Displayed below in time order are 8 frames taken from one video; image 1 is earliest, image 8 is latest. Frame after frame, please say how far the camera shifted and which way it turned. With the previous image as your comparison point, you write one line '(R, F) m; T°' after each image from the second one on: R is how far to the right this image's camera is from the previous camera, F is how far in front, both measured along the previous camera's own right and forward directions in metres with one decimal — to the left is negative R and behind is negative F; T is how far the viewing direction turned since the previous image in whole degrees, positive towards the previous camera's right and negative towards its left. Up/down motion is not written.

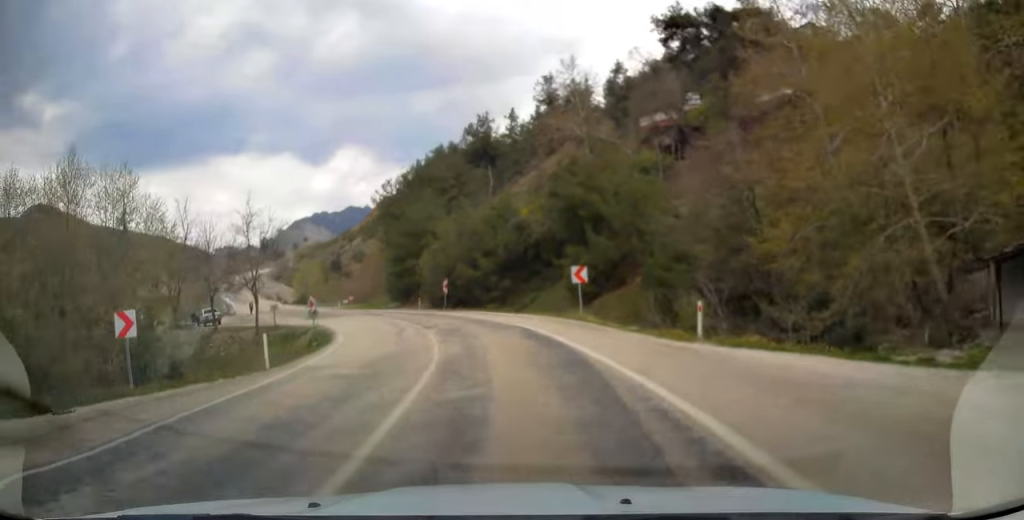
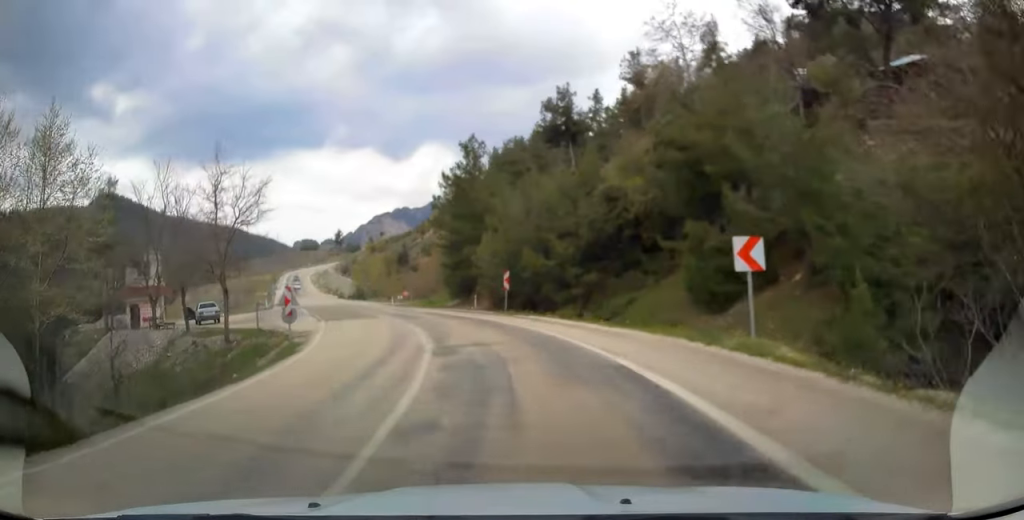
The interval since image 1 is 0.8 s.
(-0.4, +12.1) m; -6°
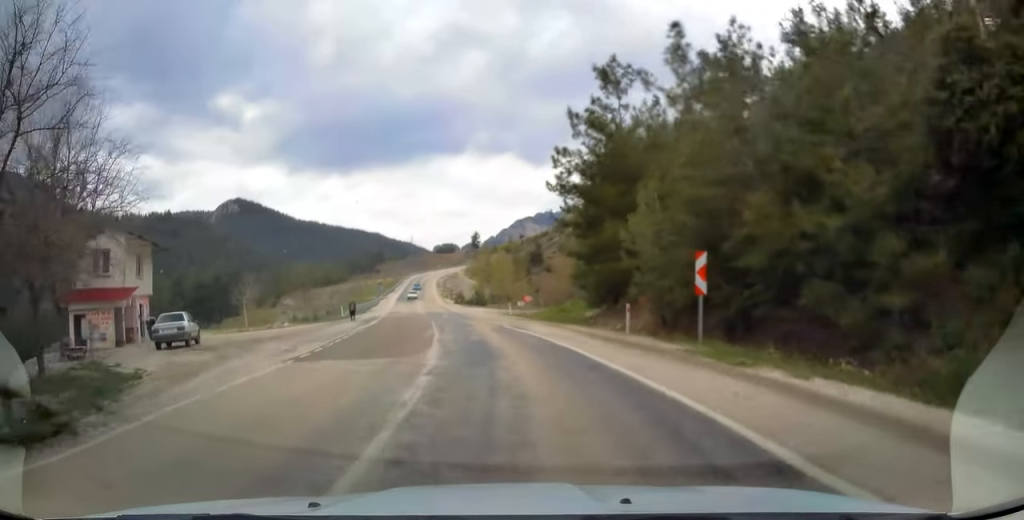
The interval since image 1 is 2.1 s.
(-2.0, +18.0) m; -13°
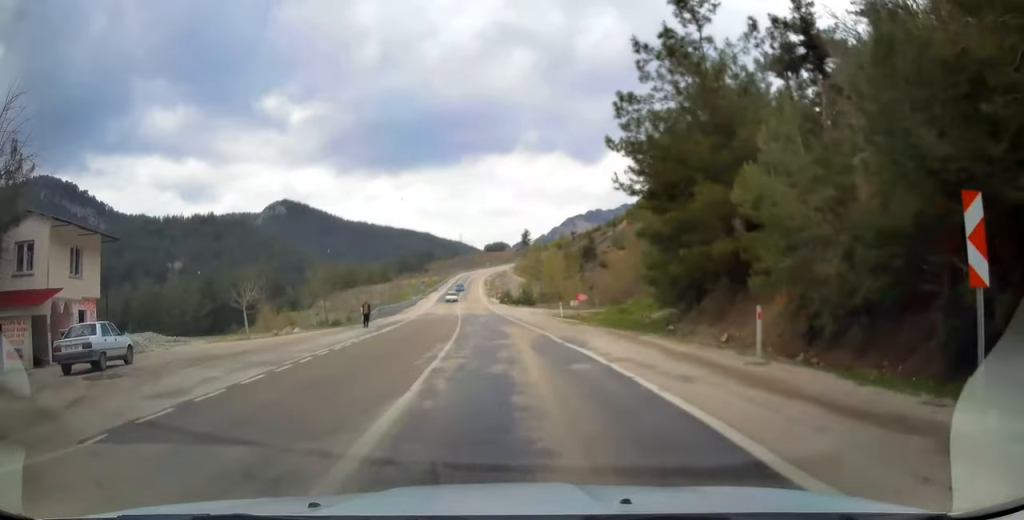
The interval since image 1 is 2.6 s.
(-0.7, +8.5) m; -4°
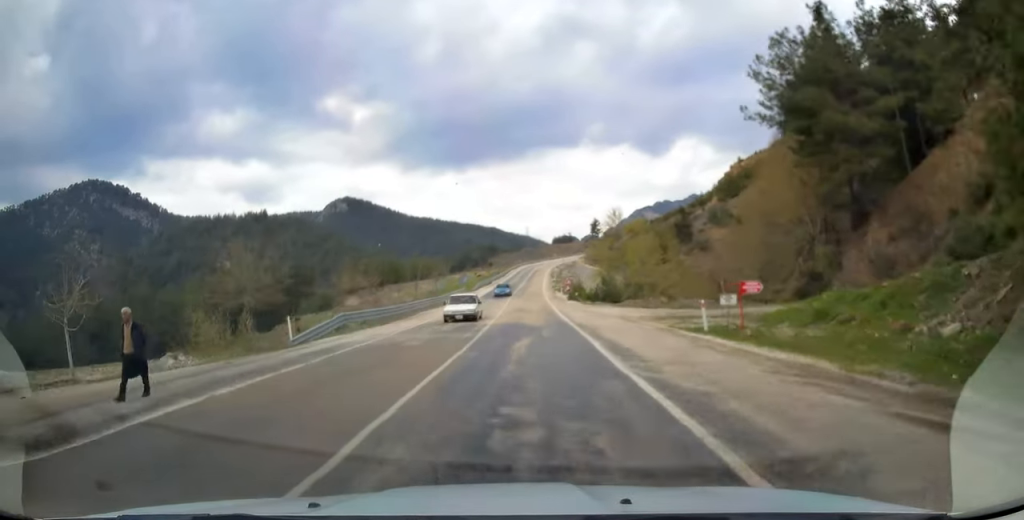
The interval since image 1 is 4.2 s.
(-1.7, +24.6) m; -6°
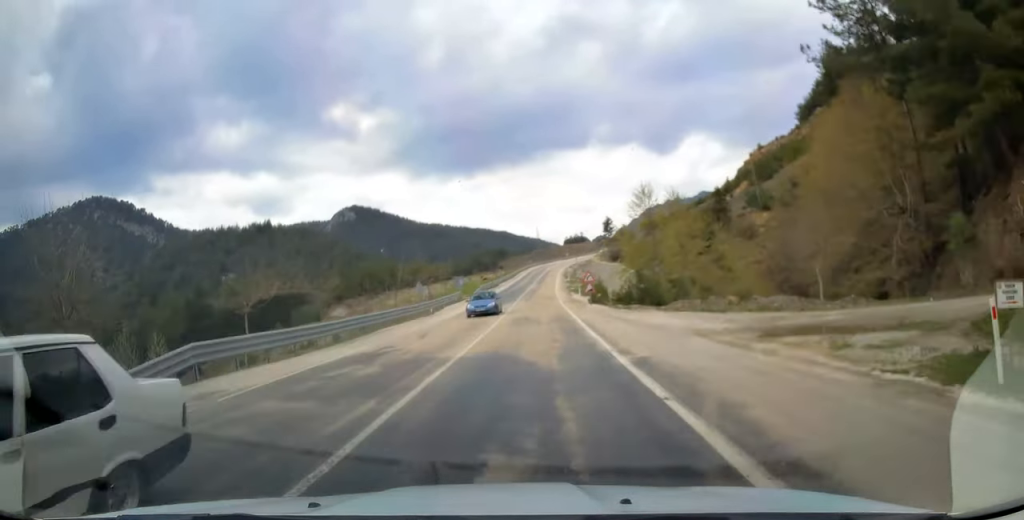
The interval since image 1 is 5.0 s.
(-0.3, +14.0) m; -1°
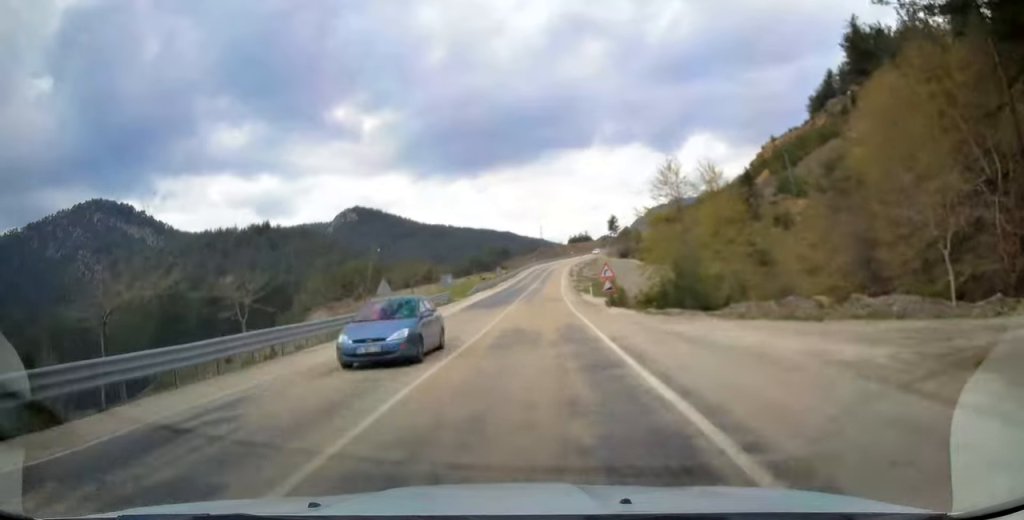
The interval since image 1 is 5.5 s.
(0.0, +9.7) m; 0°
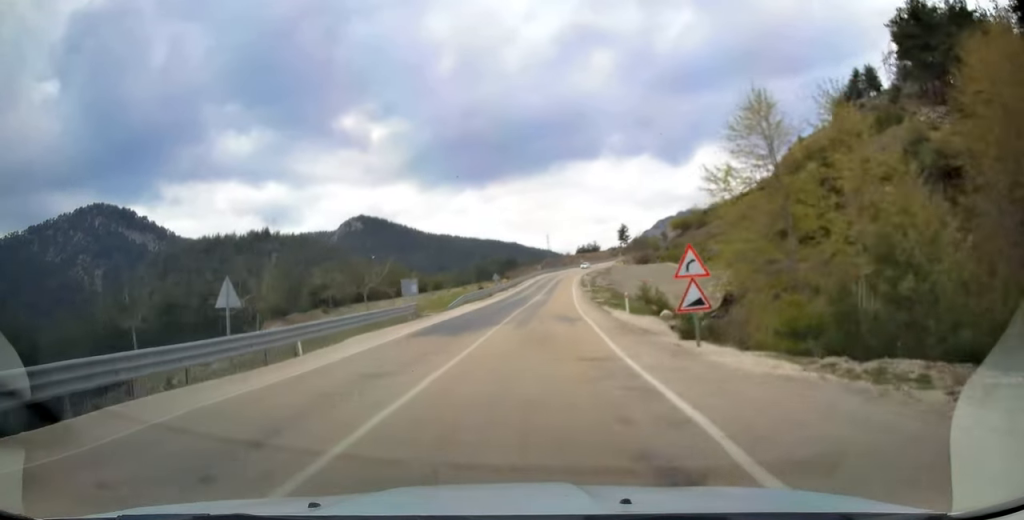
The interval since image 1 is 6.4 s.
(-0.1, +17.2) m; 0°
